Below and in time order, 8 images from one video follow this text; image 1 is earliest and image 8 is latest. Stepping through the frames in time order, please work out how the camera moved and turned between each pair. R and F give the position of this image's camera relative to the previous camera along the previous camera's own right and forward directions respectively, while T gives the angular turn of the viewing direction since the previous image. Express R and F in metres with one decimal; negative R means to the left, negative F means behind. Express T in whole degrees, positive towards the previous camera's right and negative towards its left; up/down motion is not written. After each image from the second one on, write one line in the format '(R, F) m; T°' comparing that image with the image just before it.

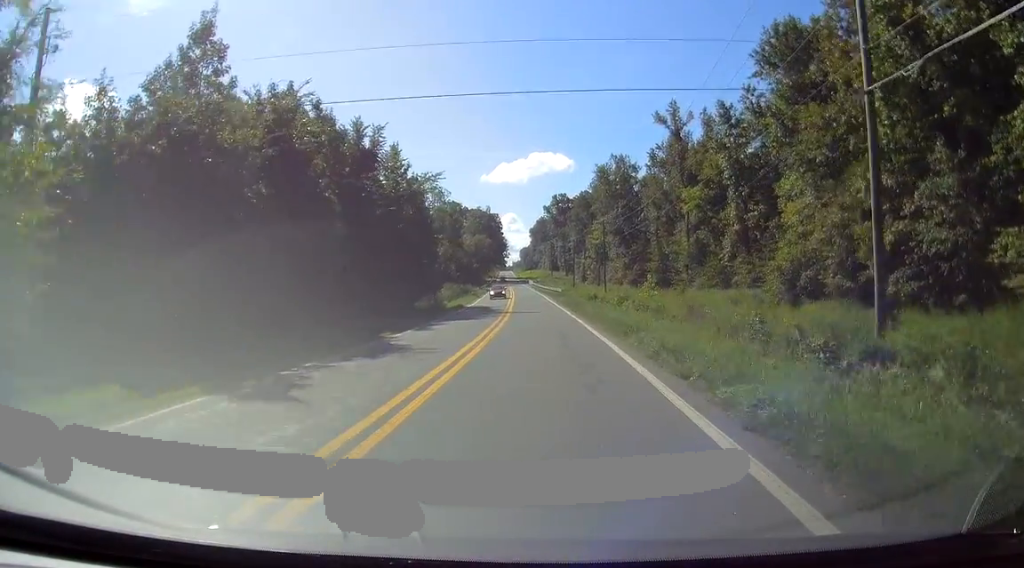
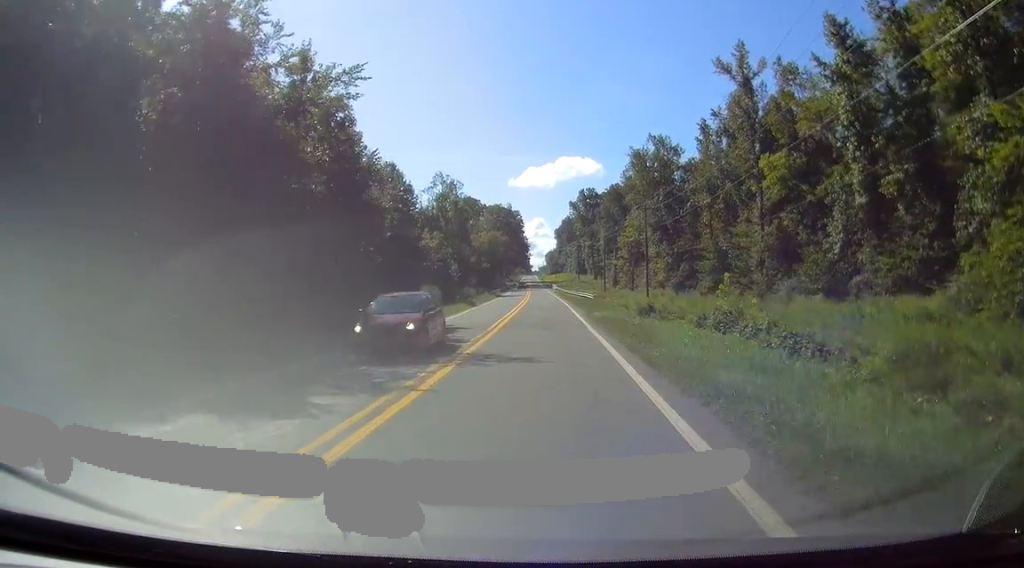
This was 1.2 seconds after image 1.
(-0.4, +25.0) m; -2°
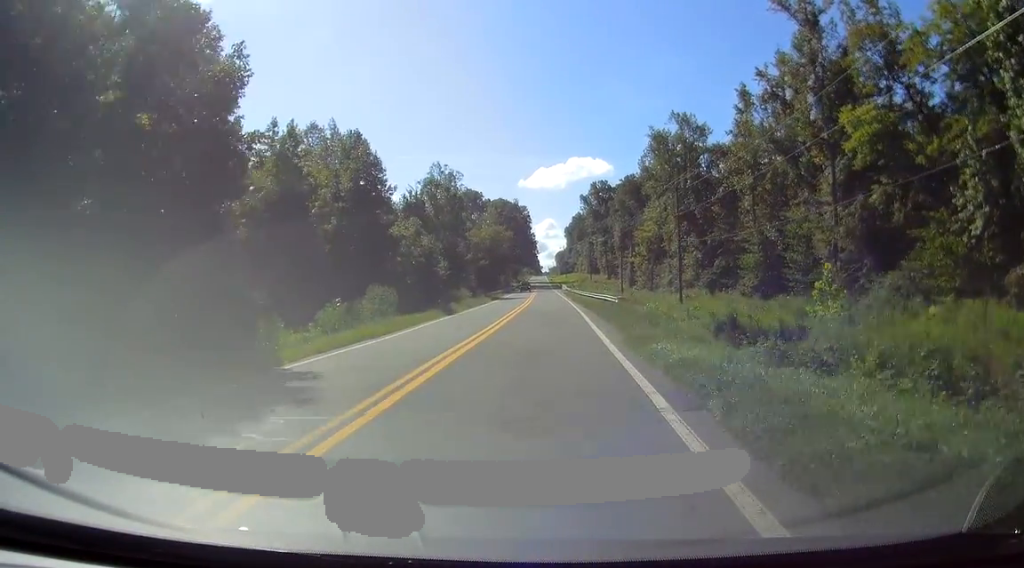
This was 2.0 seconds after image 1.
(-0.1, +17.1) m; -1°
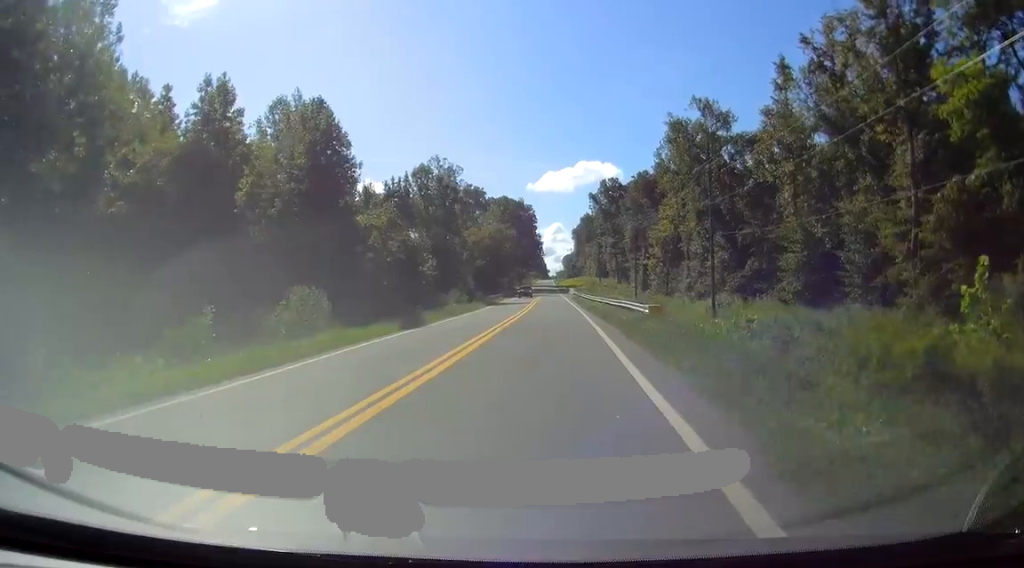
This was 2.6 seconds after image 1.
(-0.1, +11.8) m; -1°
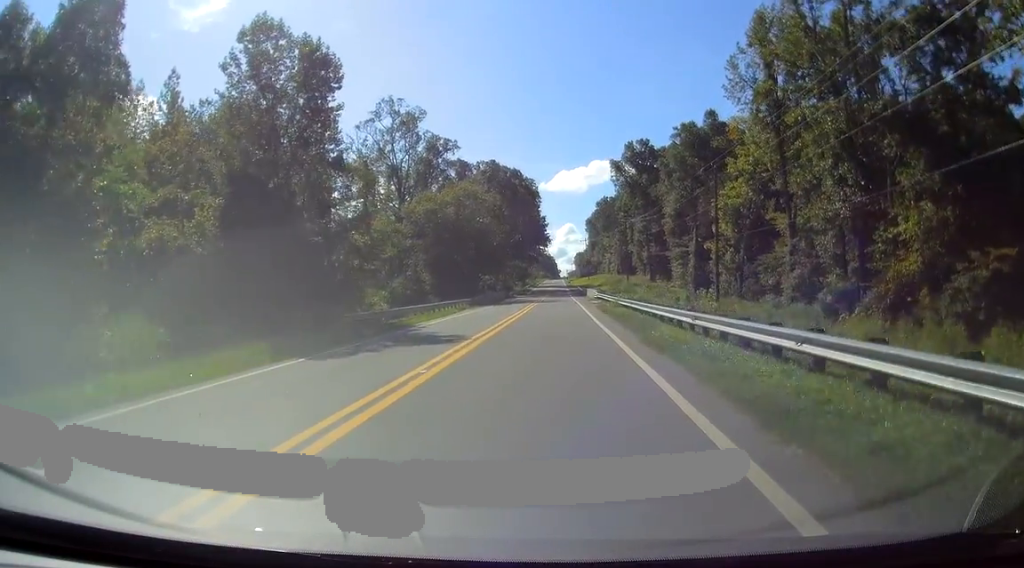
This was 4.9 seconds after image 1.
(-0.8, +49.0) m; -1°
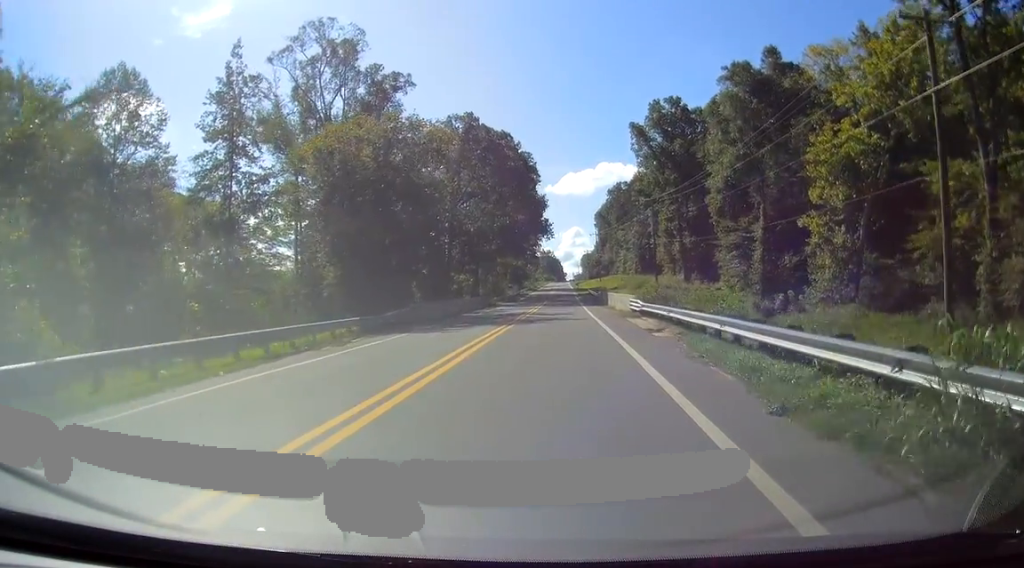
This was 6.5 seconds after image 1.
(-0.2, +33.0) m; -1°
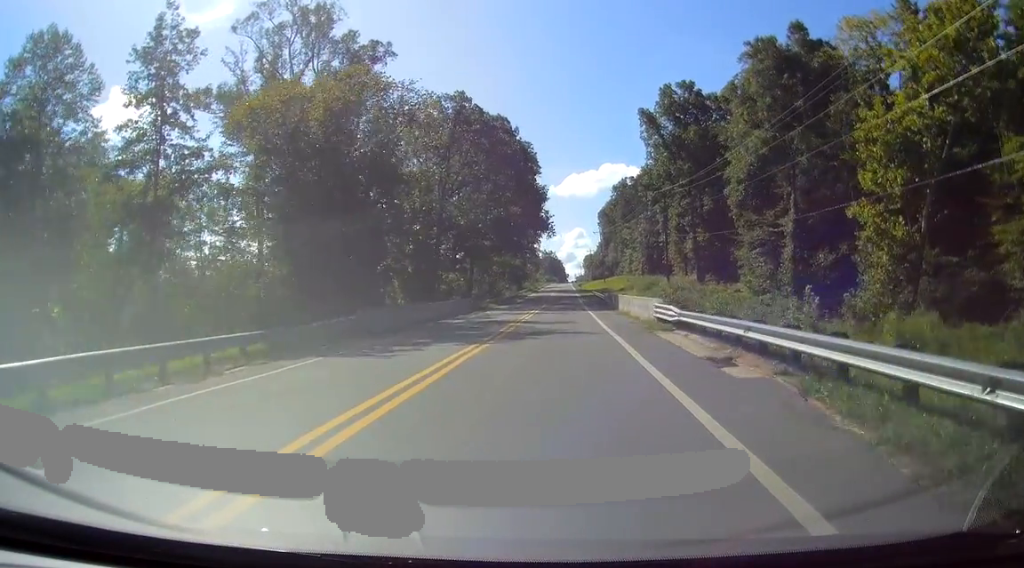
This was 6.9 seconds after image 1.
(0.0, +9.0) m; 0°
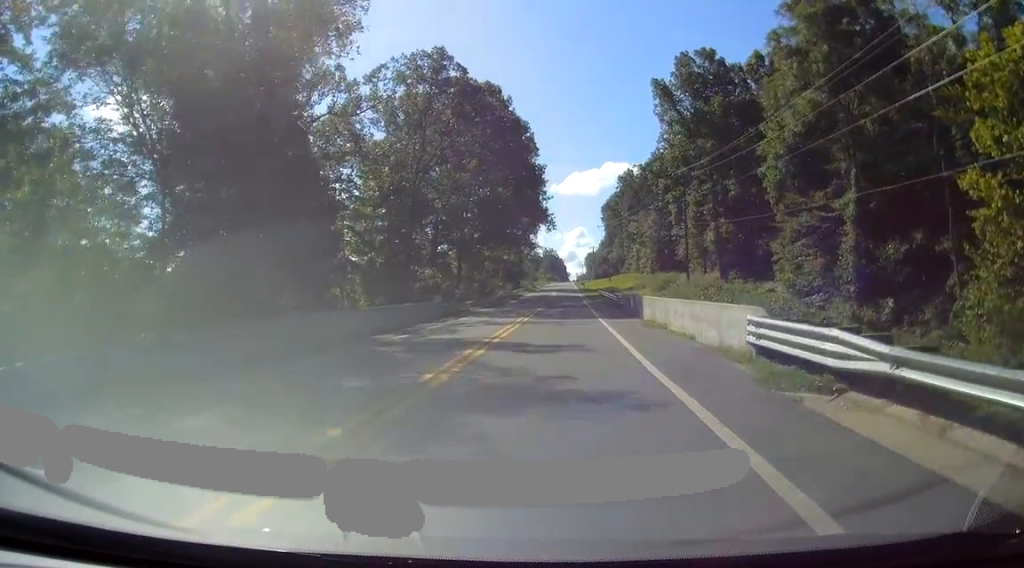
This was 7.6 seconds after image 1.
(0.0, +13.2) m; 0°
